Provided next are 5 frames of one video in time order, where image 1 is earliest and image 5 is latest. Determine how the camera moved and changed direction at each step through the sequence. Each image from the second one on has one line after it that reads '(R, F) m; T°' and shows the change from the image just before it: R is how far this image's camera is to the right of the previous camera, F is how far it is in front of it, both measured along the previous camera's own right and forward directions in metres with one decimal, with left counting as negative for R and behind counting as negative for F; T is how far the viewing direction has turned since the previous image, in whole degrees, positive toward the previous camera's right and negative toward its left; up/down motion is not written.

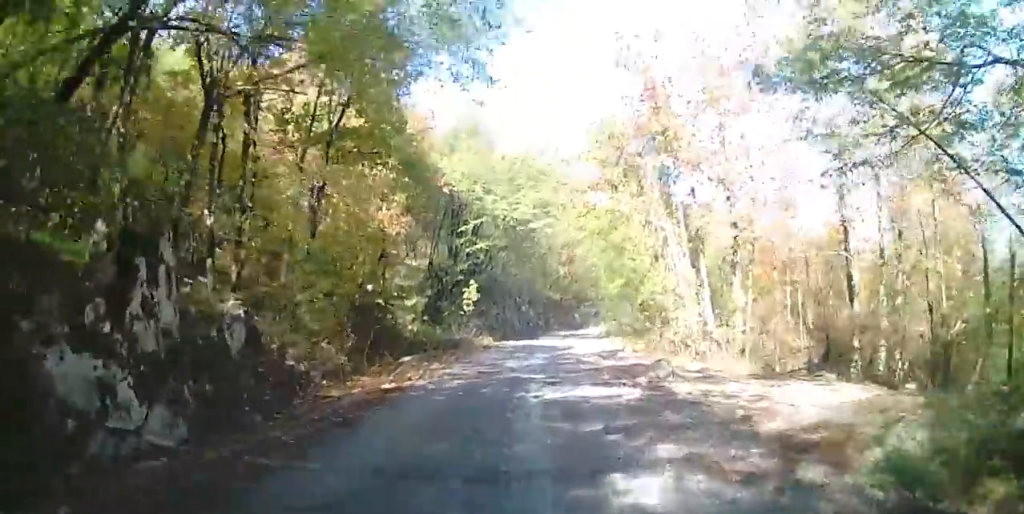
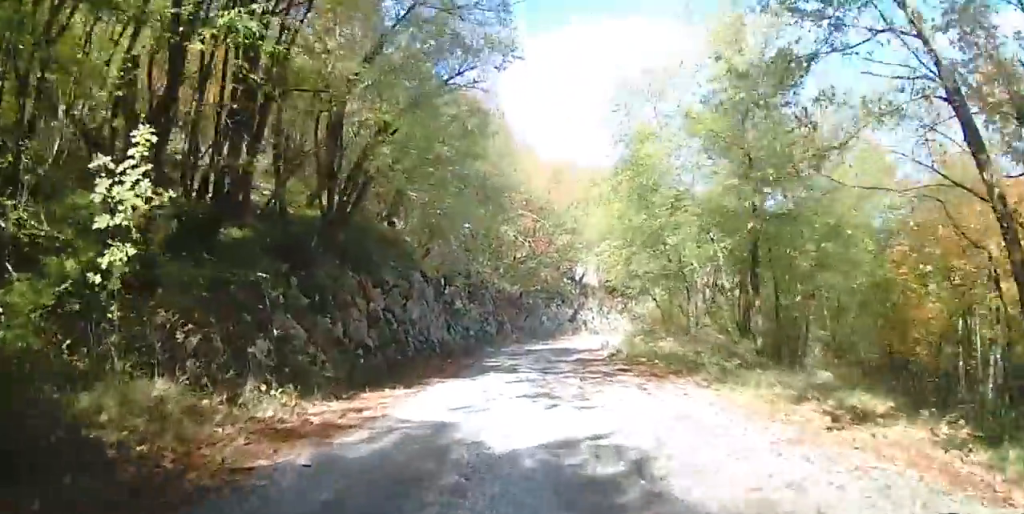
(+2.1, +22.0) m; +8°
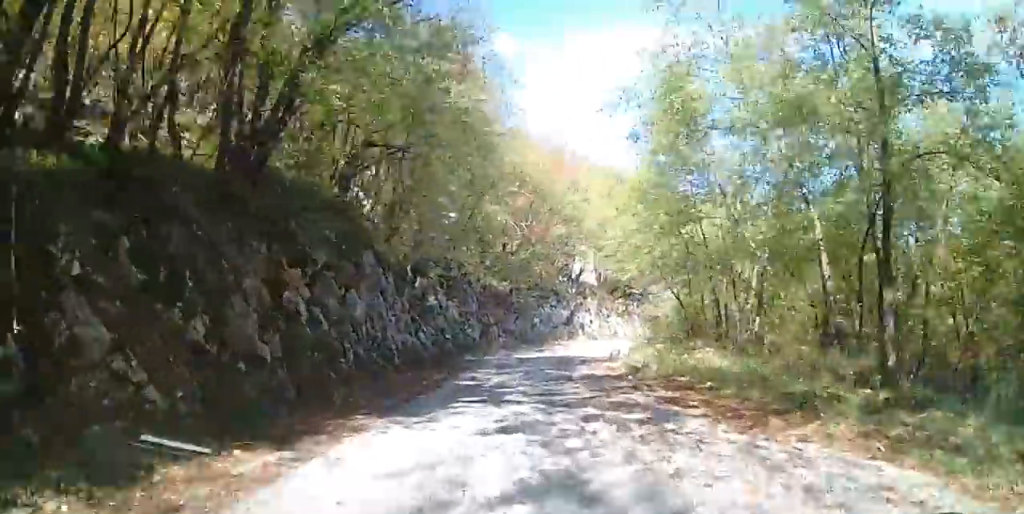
(+0.1, +5.5) m; +1°
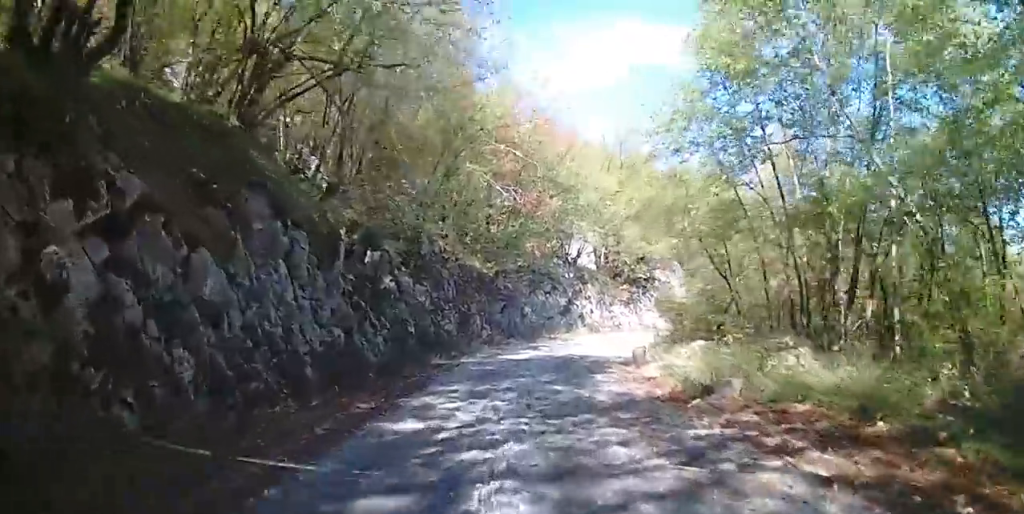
(0.0, +6.1) m; 0°
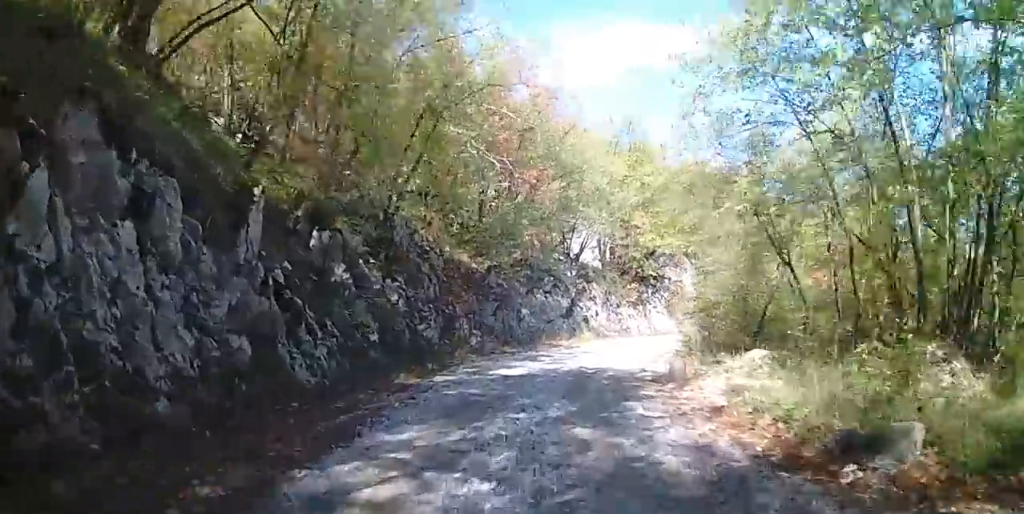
(0.0, +4.3) m; 0°
